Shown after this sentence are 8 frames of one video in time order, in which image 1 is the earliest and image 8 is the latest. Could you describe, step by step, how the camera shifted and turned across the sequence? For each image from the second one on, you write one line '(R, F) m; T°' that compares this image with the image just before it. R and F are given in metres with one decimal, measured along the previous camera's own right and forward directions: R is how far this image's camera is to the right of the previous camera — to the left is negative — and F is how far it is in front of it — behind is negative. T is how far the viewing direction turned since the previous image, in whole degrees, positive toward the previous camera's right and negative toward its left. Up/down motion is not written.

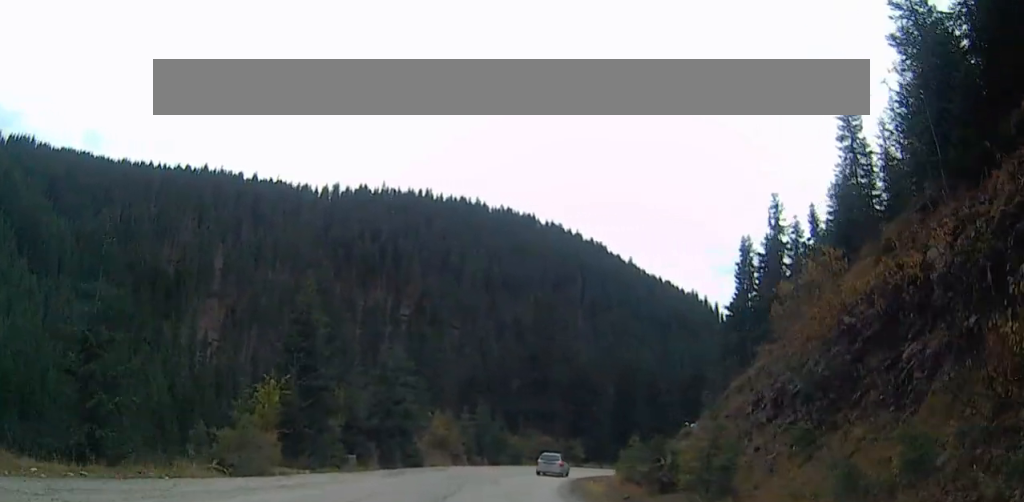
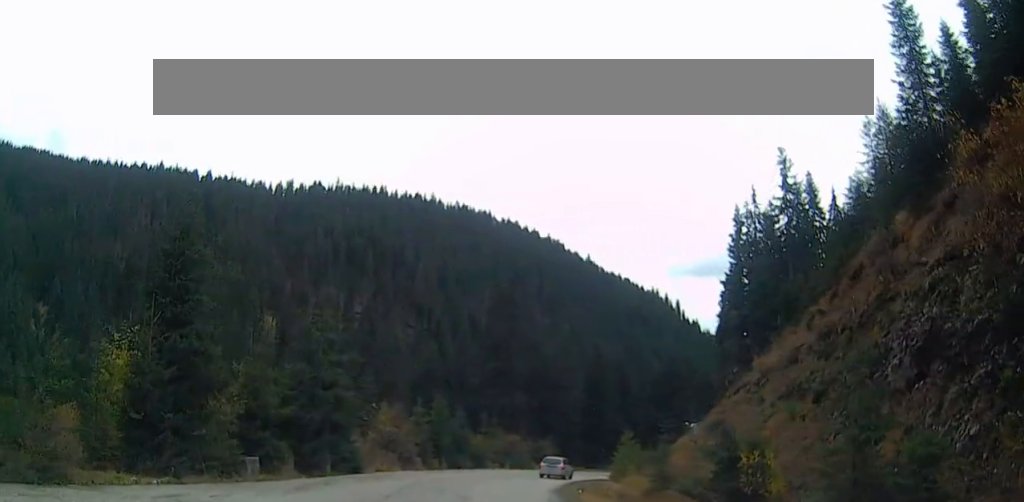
(+0.5, +9.0) m; +5°
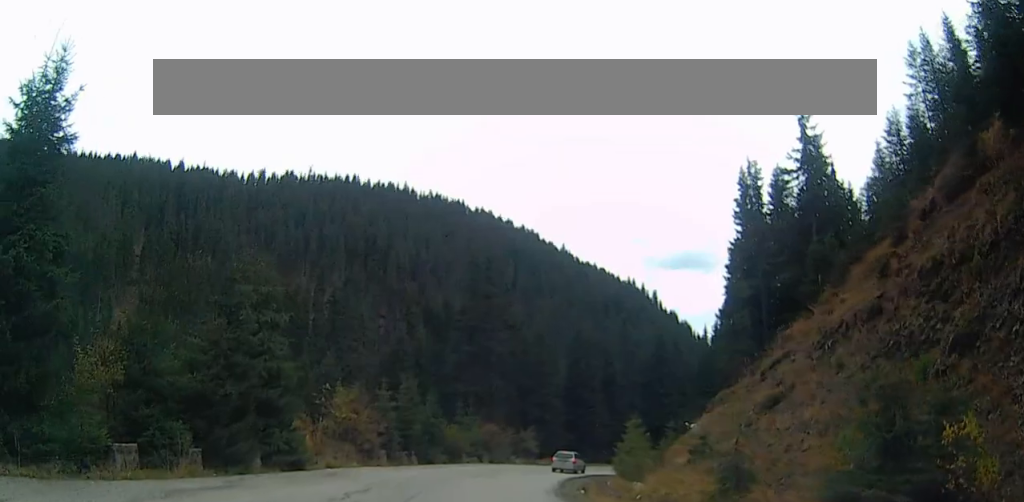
(0.0, +6.8) m; +3°
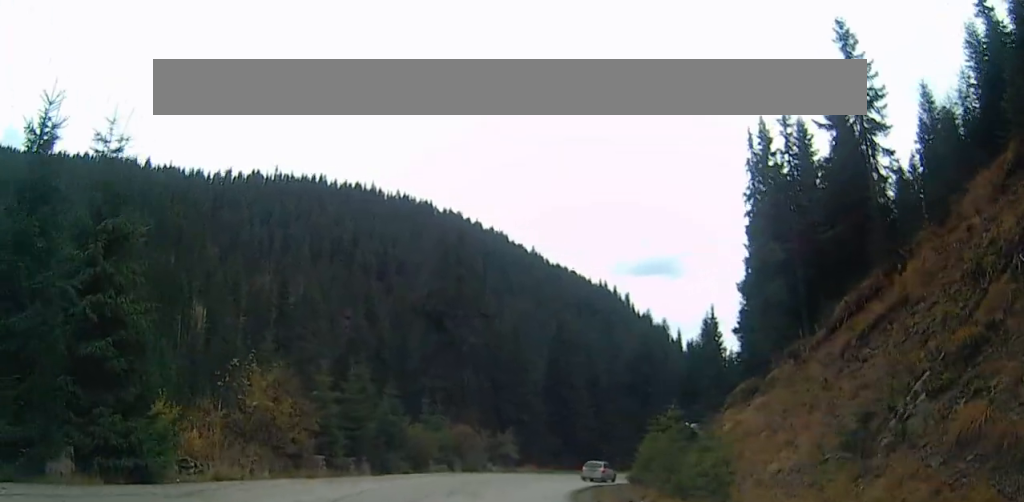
(+0.5, +9.5) m; +3°
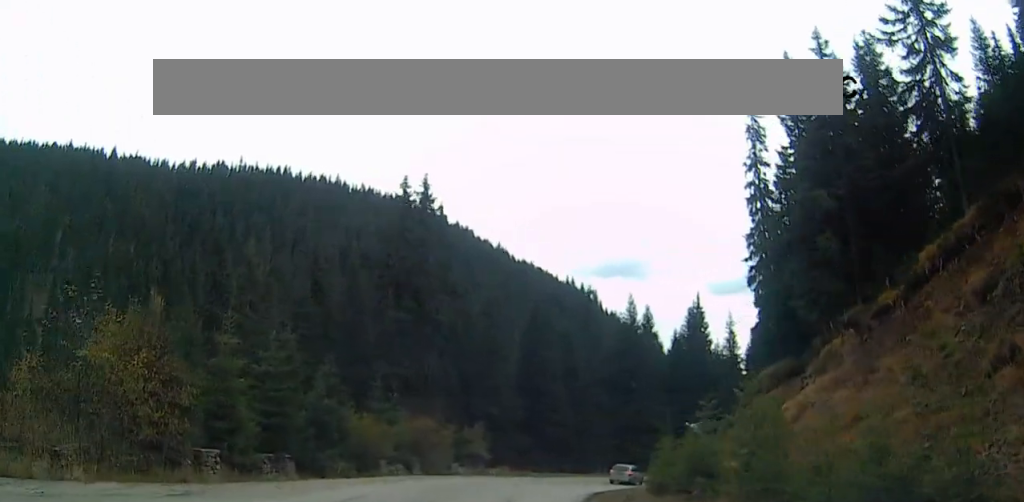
(+0.1, +8.7) m; +1°
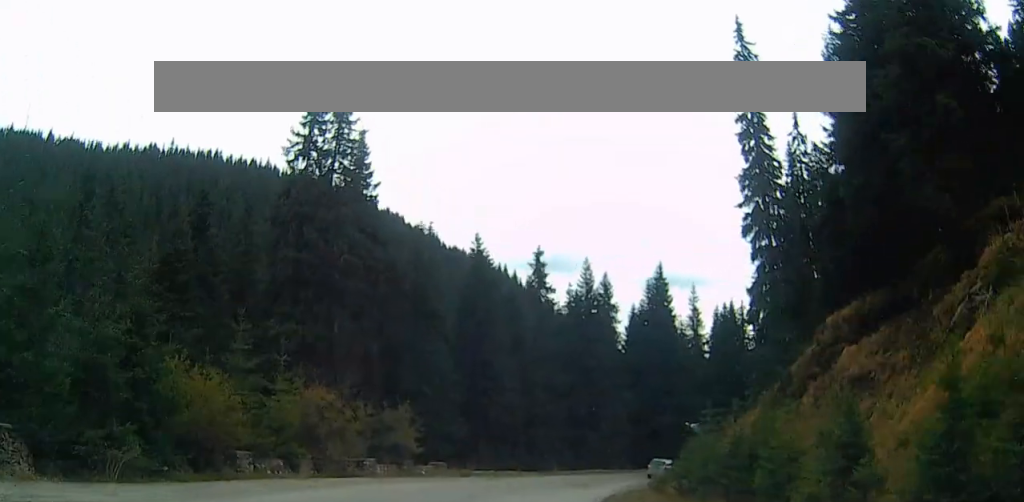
(+0.1, +13.1) m; +3°
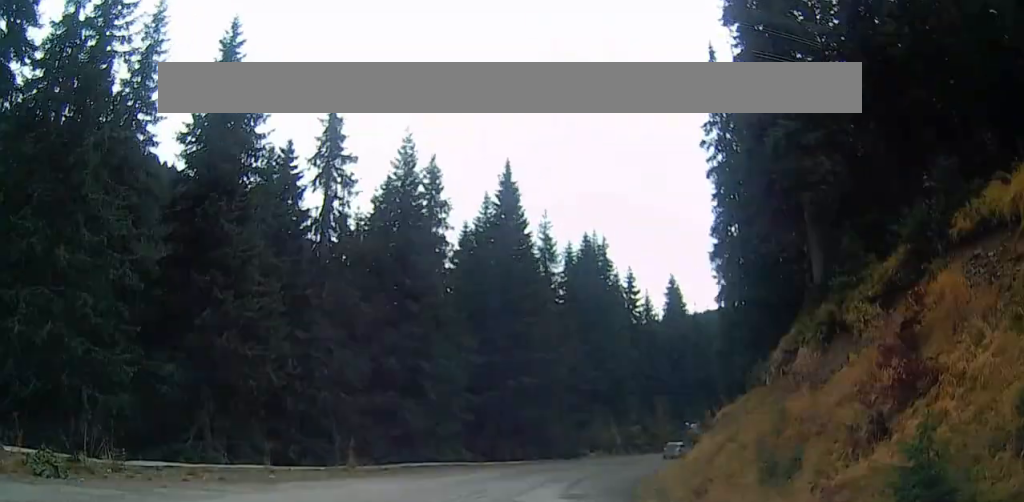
(+5.1, +26.9) m; +22°
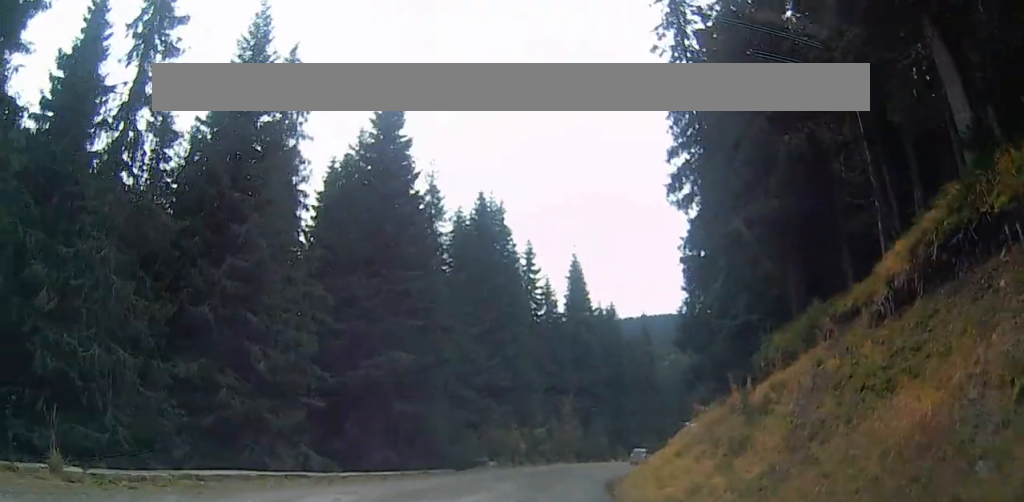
(+0.3, +14.4) m; +1°
